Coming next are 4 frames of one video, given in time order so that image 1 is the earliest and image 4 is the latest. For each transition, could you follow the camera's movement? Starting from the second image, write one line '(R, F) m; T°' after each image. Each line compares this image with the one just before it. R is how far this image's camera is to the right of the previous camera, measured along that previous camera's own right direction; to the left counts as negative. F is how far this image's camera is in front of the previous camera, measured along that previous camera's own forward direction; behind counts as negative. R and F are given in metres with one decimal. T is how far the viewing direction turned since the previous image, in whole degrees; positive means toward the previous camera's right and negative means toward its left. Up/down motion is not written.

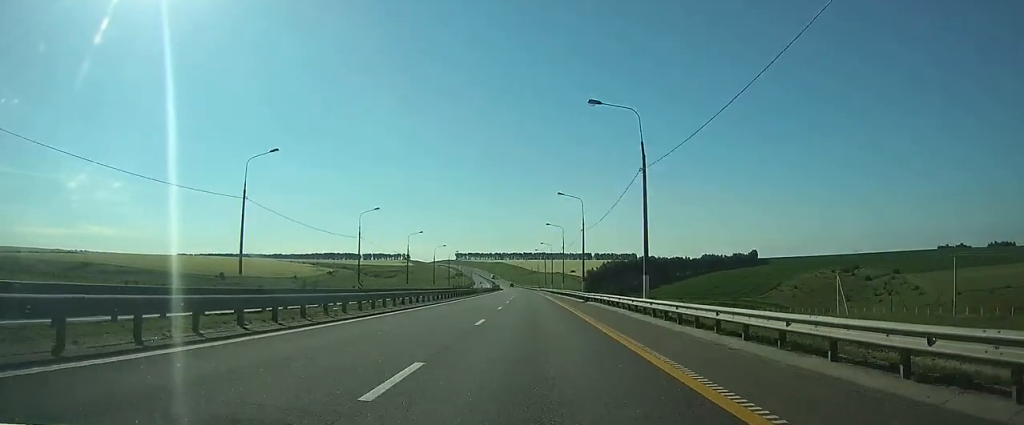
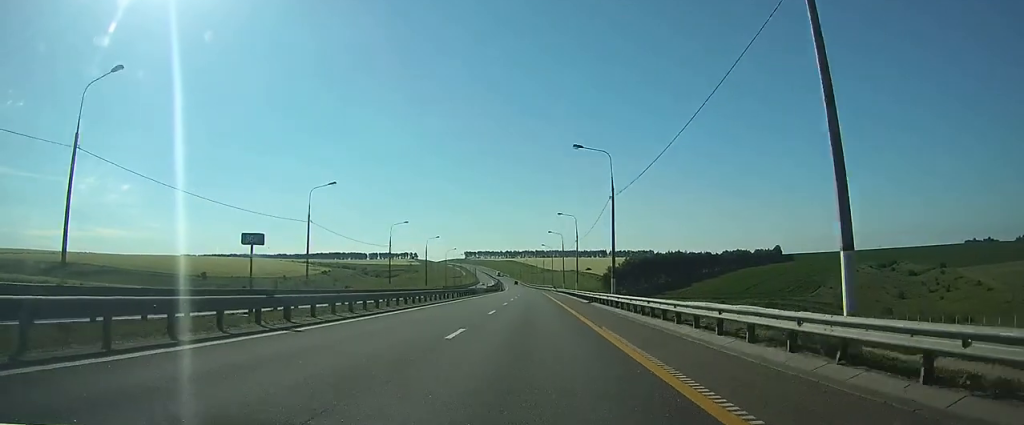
(-0.3, +52.5) m; -1°
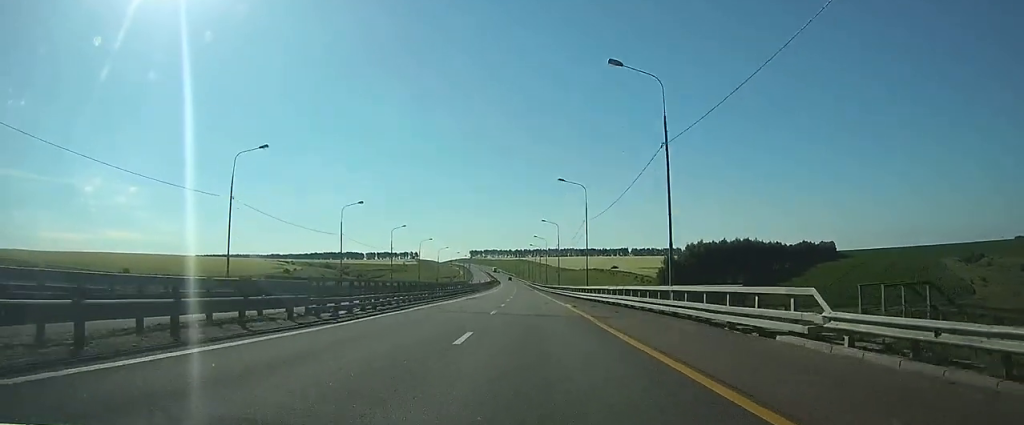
(-1.4, +120.6) m; -1°
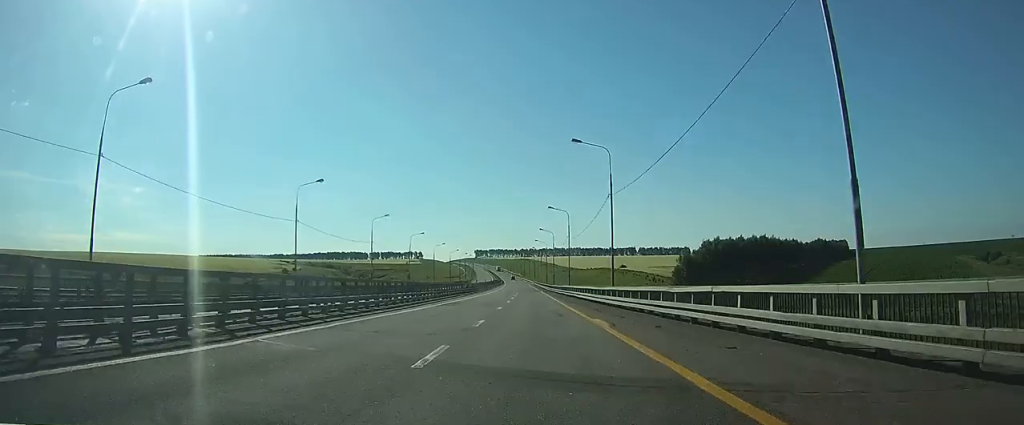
(0.0, +15.5) m; 0°
